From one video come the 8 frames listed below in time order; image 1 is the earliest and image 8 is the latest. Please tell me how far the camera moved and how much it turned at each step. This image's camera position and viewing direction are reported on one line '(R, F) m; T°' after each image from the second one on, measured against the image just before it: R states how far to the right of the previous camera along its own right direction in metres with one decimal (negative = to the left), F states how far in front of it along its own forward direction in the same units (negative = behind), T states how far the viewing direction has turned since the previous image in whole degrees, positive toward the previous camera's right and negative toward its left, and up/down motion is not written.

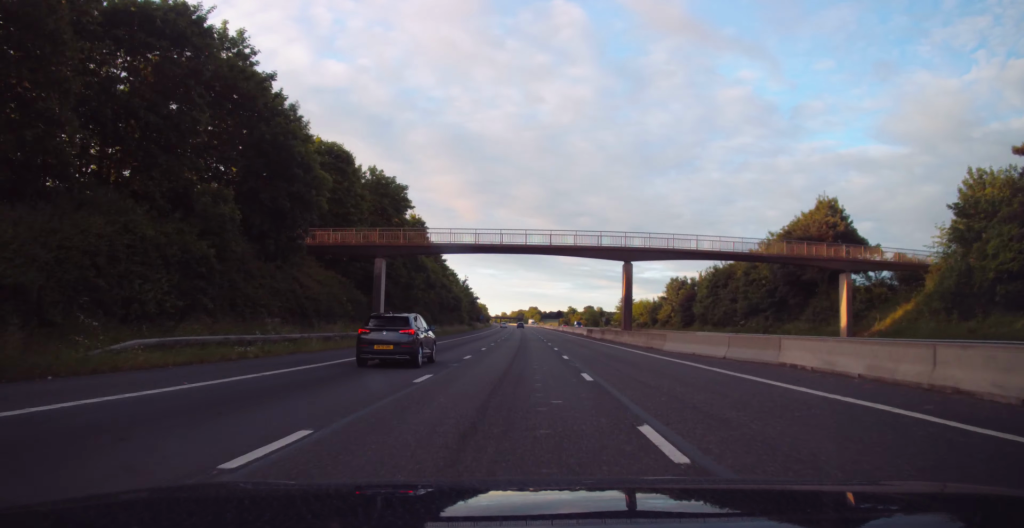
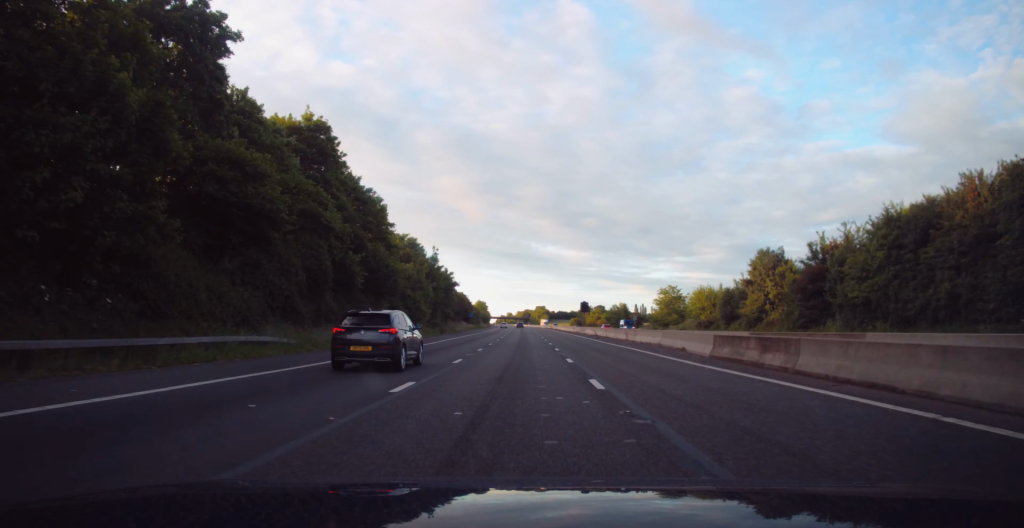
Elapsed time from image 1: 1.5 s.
(0.0, +47.5) m; 0°
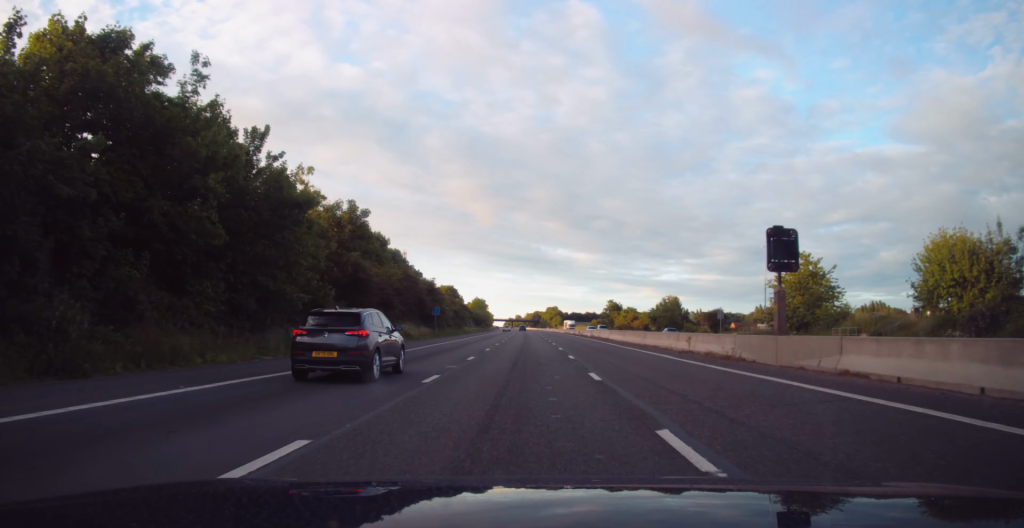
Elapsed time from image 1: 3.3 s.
(-0.4, +60.6) m; -1°
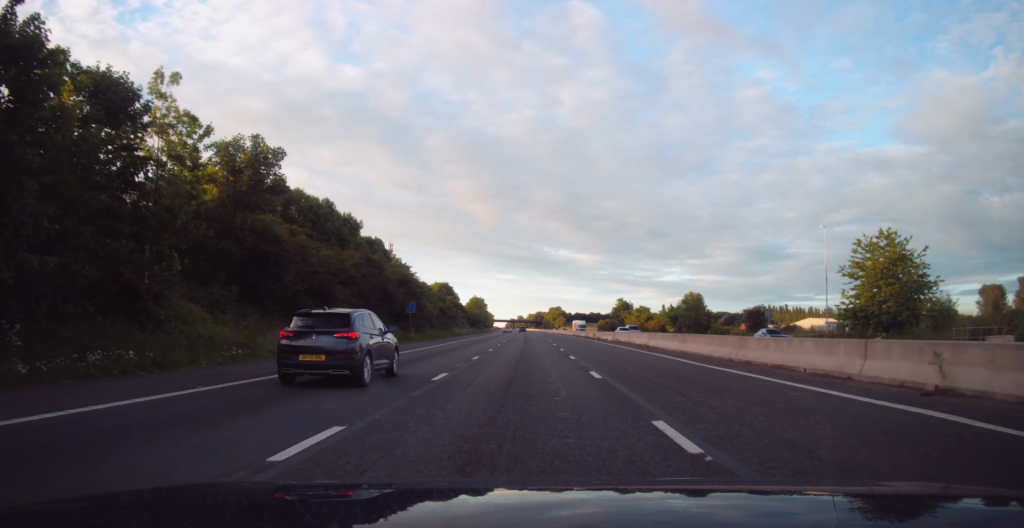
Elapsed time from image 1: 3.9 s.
(-0.2, +17.3) m; 0°
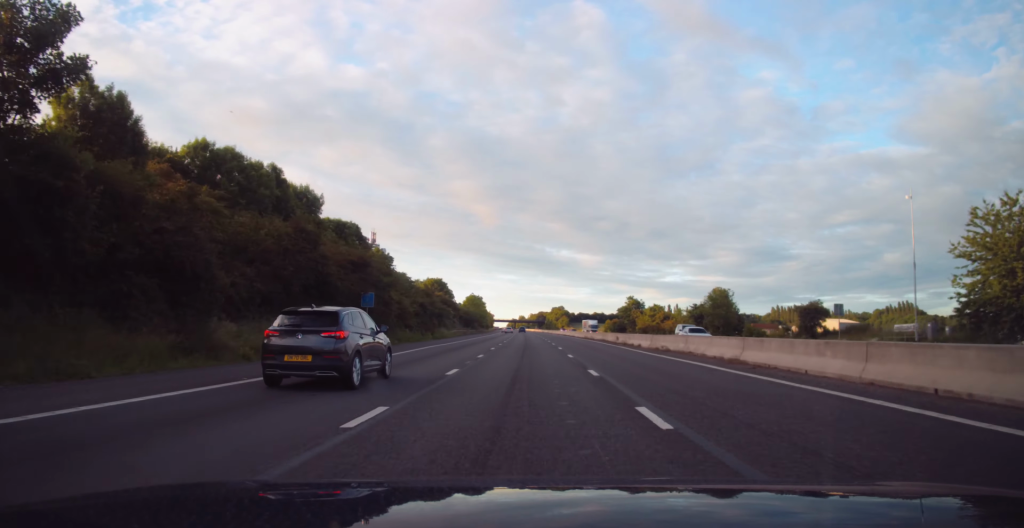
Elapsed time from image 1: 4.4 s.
(+0.1, +16.3) m; 0°
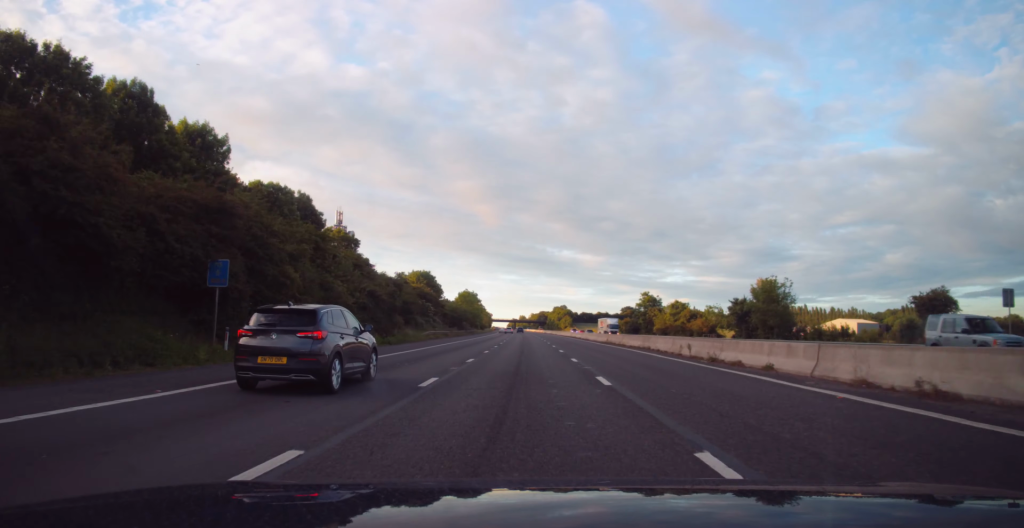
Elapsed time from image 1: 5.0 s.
(+0.1, +21.7) m; 0°
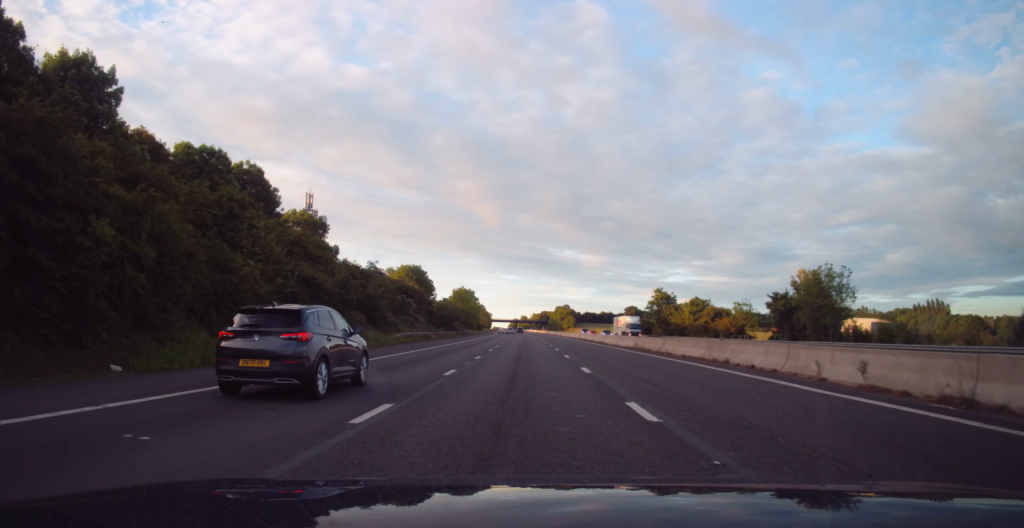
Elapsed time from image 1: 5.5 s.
(0.0, +14.0) m; 0°
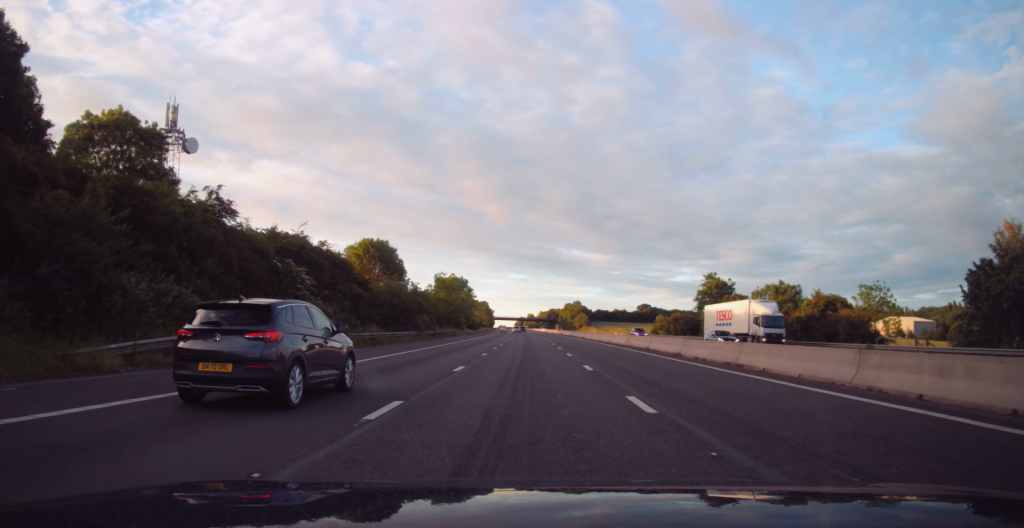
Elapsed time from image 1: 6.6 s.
(-0.4, +35.7) m; -1°
